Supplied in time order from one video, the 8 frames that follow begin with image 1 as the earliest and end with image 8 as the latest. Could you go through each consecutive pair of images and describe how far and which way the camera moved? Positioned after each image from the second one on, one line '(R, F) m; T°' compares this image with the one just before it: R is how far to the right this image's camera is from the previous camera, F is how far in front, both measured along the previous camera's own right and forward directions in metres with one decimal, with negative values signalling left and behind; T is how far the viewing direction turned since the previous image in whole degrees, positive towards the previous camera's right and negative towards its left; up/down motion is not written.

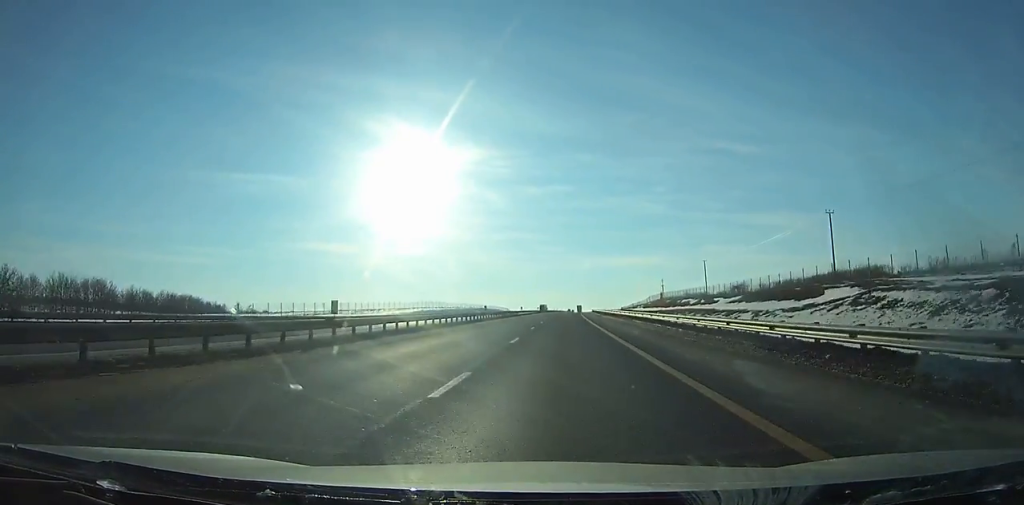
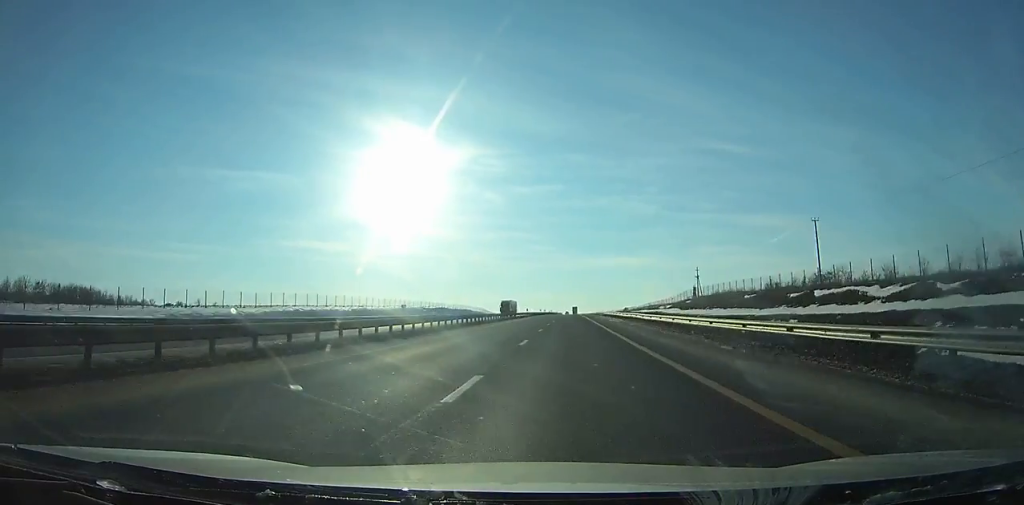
(+0.6, +69.7) m; +1°
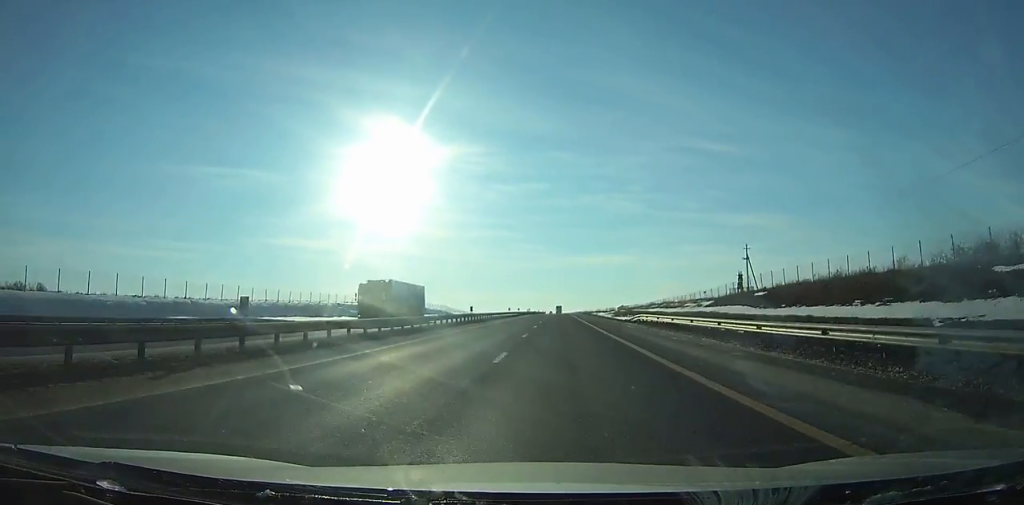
(+0.4, +53.1) m; +1°
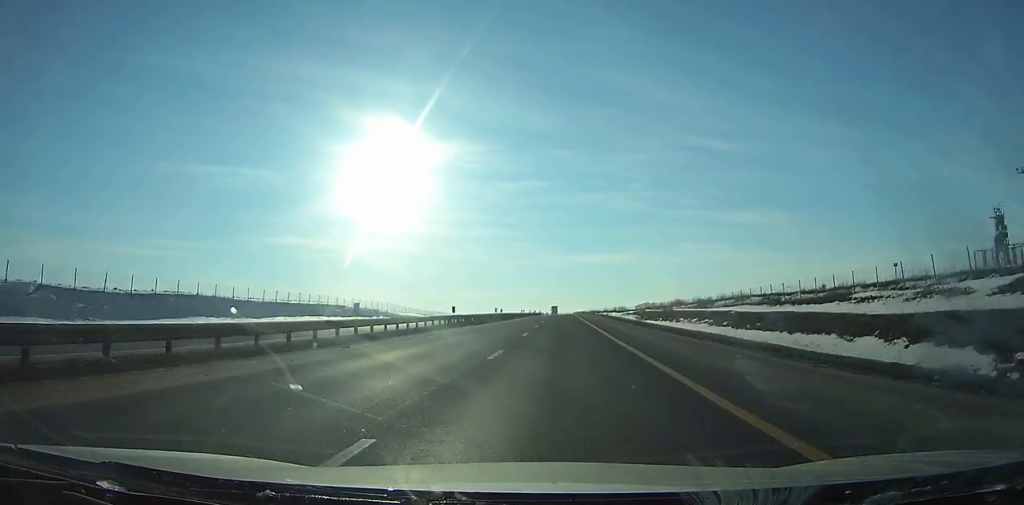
(+0.6, +69.7) m; +1°
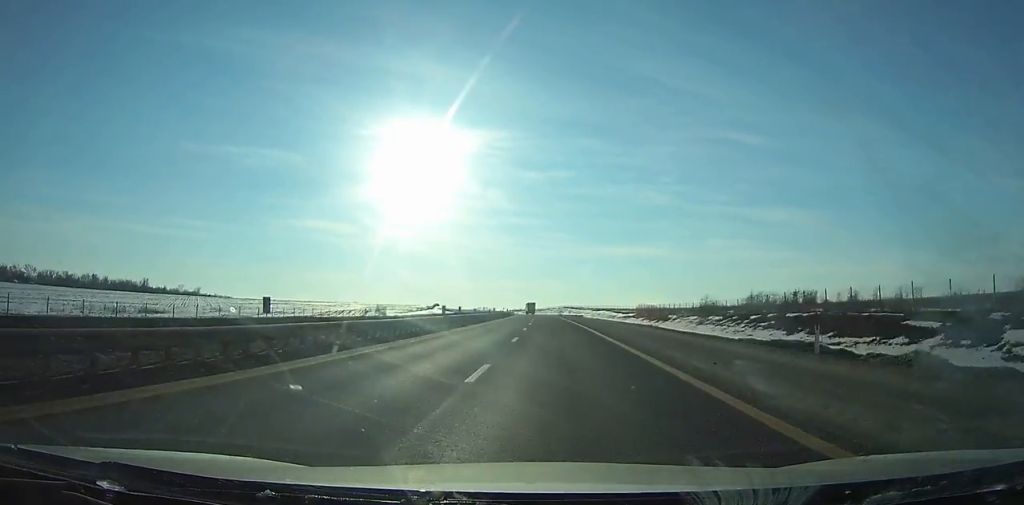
(-7.2, +263.6) m; -4°
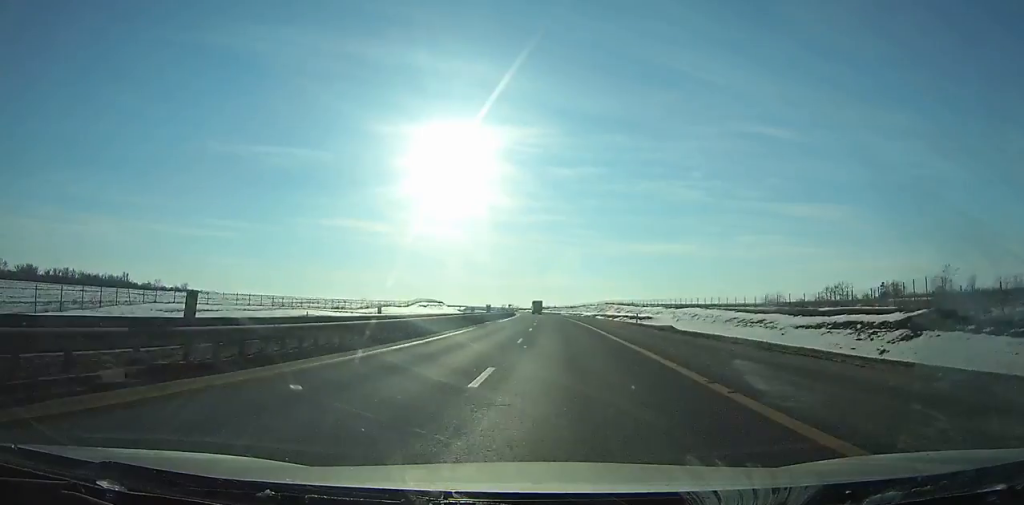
(-2.4, +107.9) m; -3°
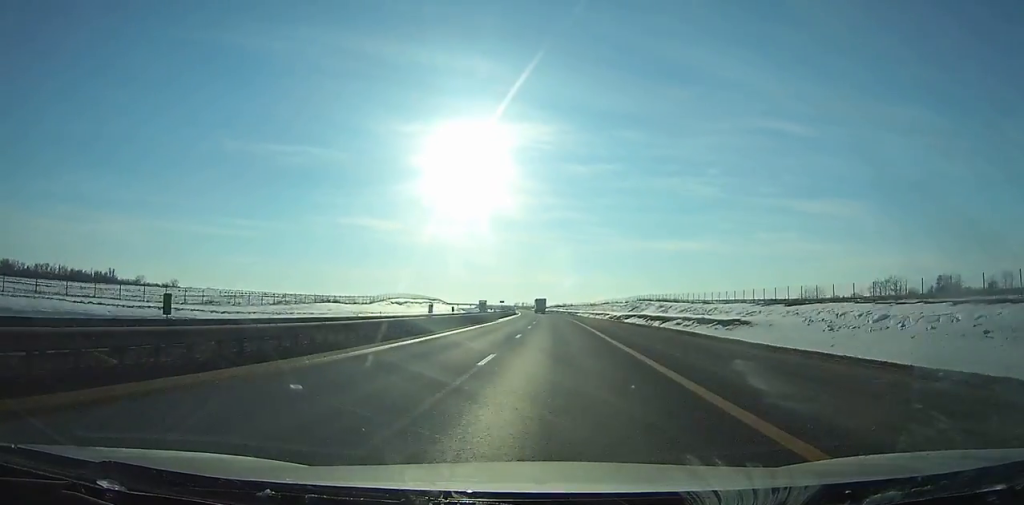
(-1.0, +57.9) m; -2°
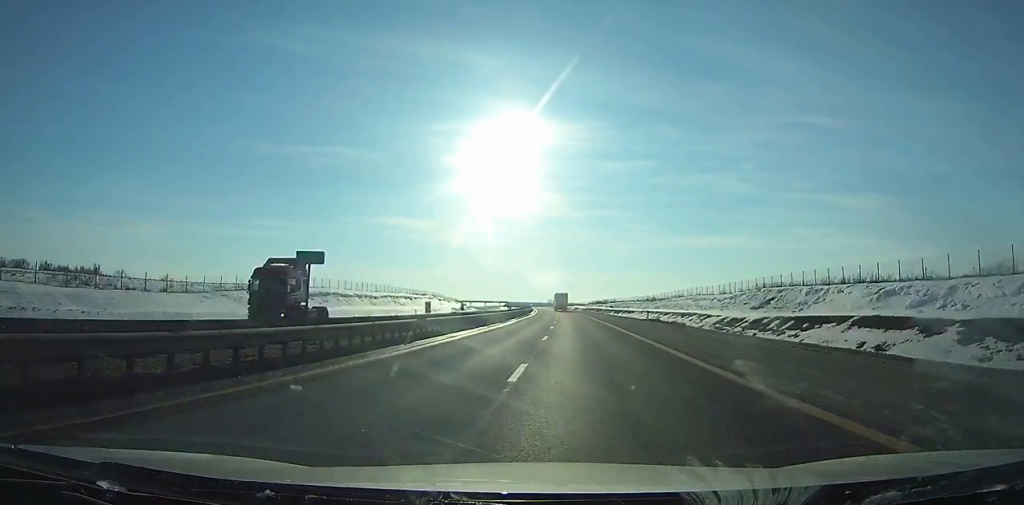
(-2.0, +85.5) m; -3°
